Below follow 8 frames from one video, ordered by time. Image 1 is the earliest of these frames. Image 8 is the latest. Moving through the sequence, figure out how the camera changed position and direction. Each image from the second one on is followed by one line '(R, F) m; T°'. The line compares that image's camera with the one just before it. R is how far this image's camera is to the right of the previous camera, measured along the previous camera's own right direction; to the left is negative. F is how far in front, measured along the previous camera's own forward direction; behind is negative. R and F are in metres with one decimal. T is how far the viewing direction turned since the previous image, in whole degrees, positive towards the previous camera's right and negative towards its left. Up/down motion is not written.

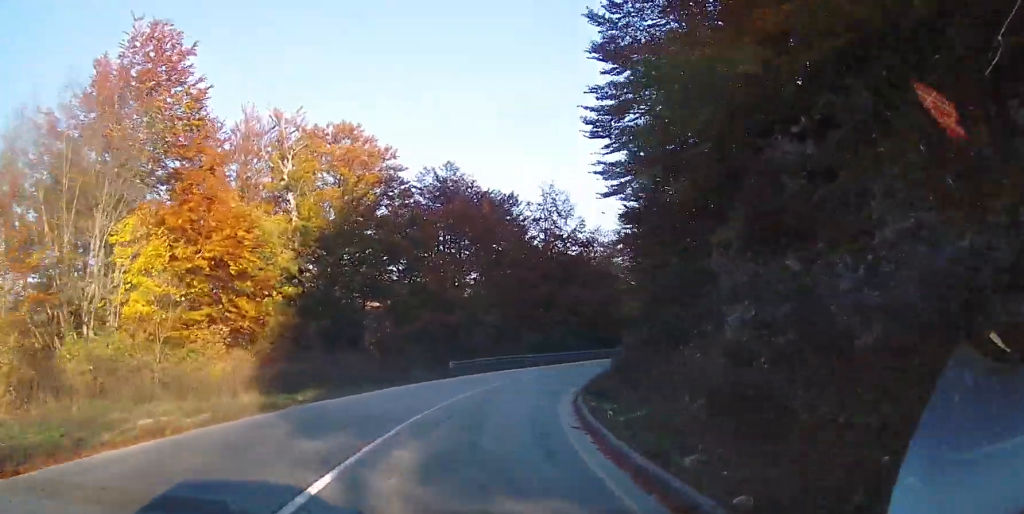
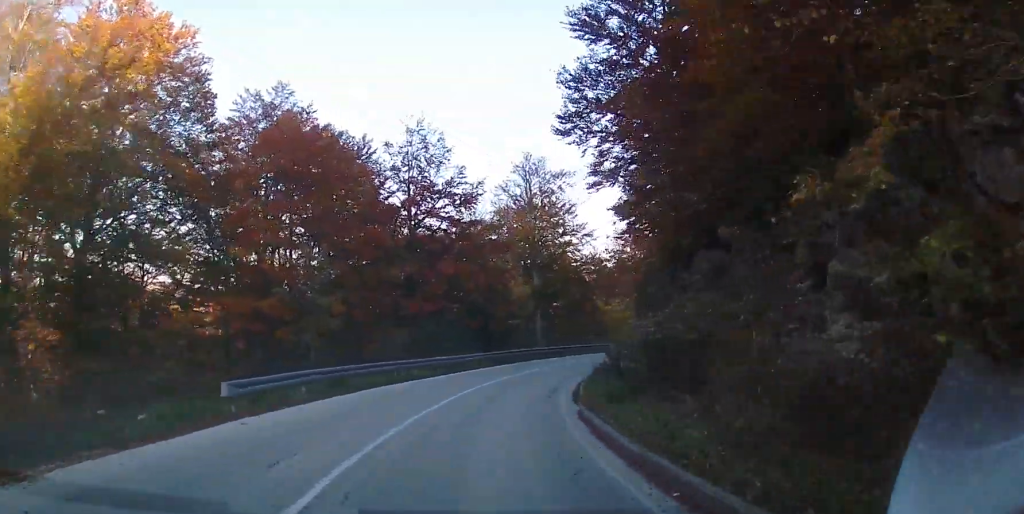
(+5.5, +19.0) m; +27°
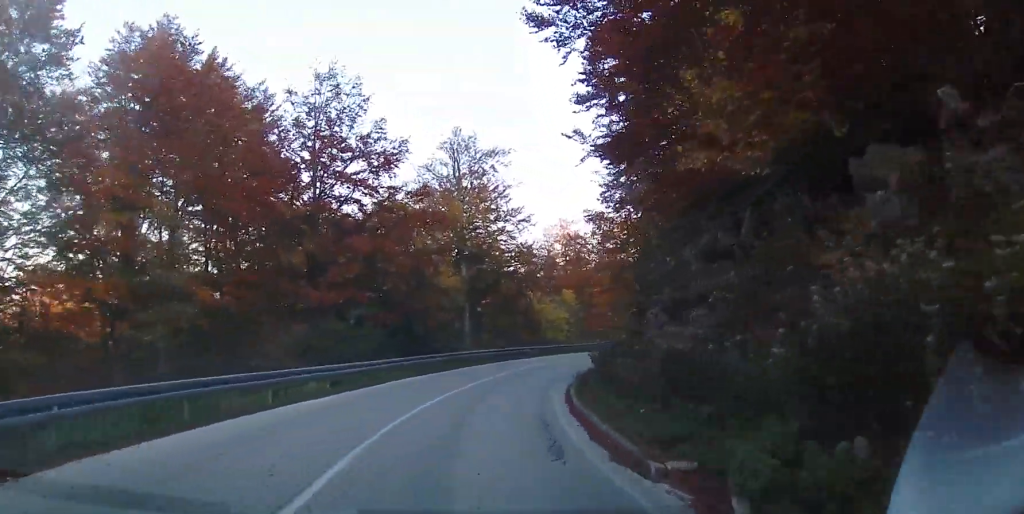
(+1.2, +9.4) m; +5°
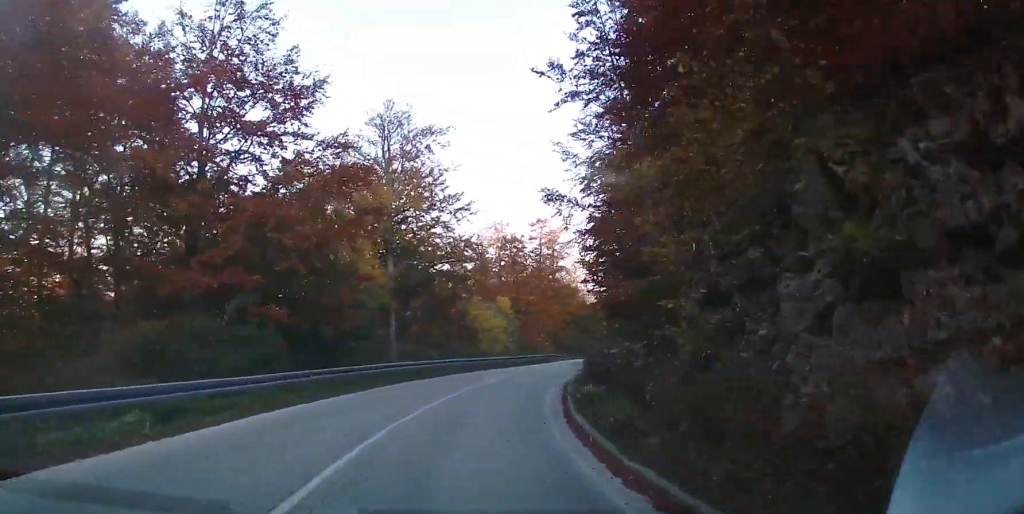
(+0.2, +8.9) m; +2°
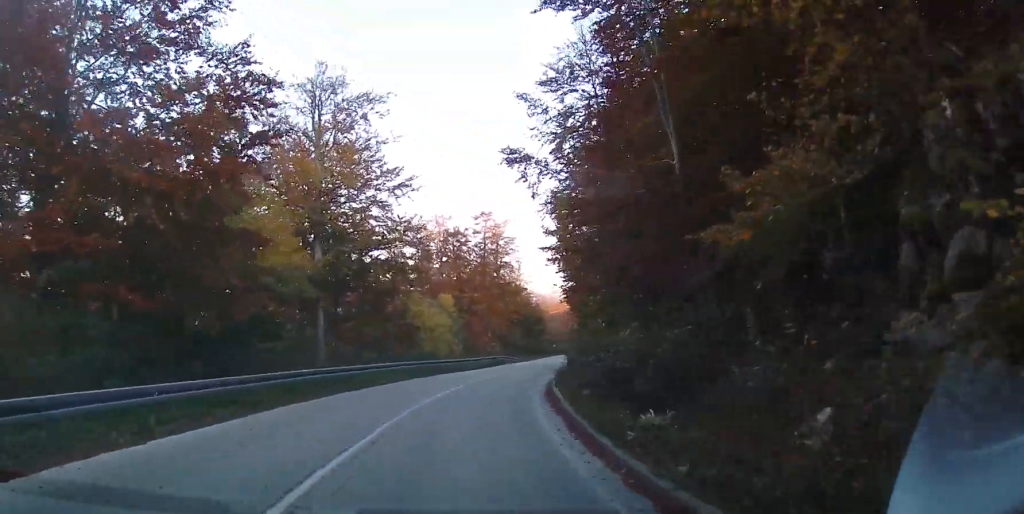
(-0.2, +7.4) m; +1°
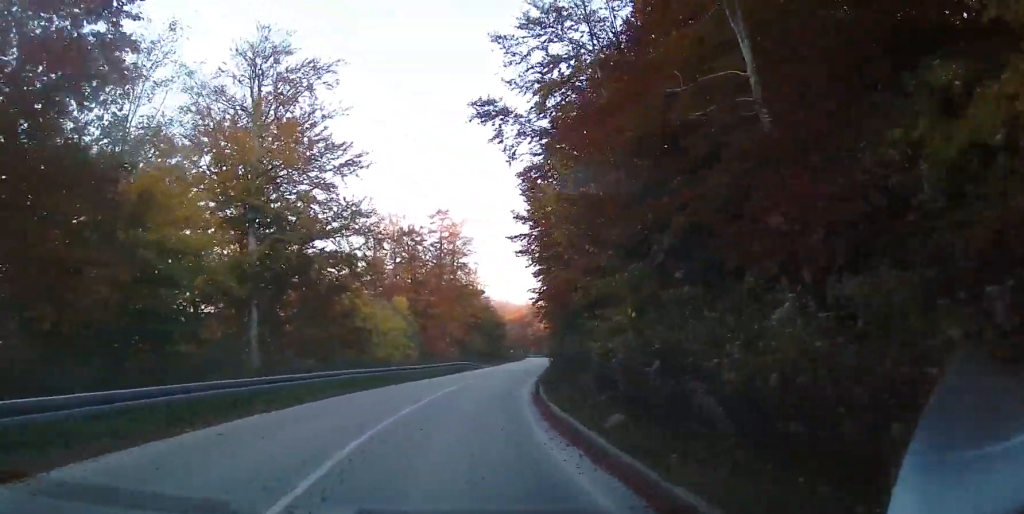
(+0.2, +6.2) m; +5°
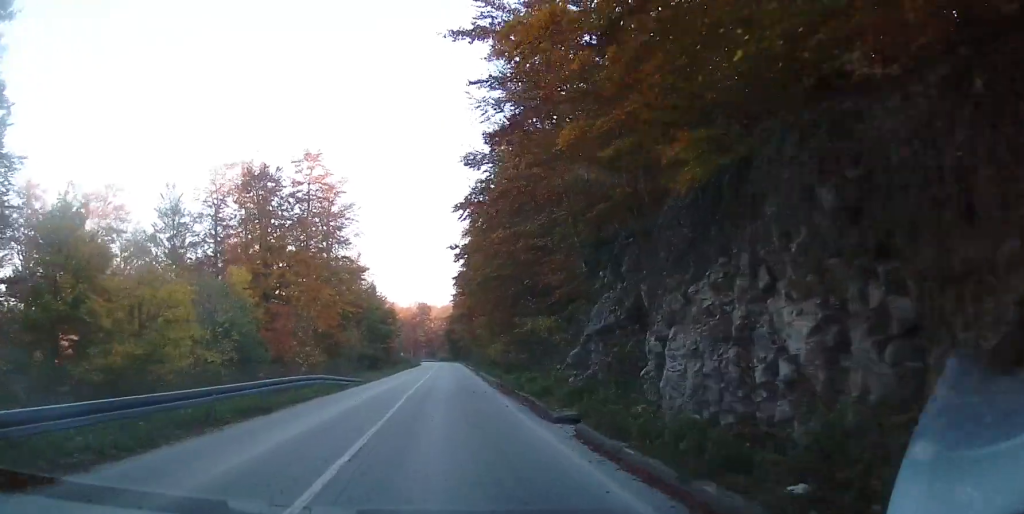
(+5.6, +29.5) m; +15°
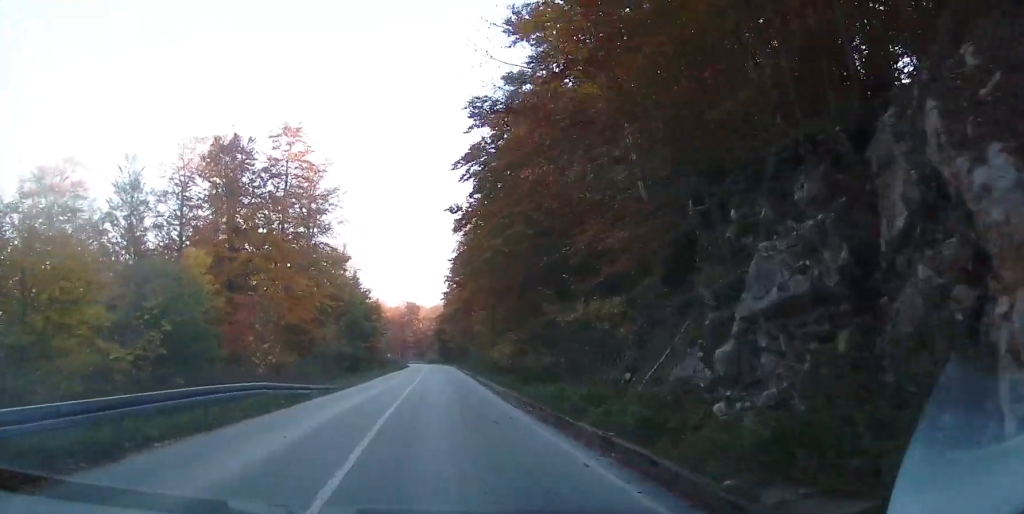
(-0.3, +8.4) m; 0°
